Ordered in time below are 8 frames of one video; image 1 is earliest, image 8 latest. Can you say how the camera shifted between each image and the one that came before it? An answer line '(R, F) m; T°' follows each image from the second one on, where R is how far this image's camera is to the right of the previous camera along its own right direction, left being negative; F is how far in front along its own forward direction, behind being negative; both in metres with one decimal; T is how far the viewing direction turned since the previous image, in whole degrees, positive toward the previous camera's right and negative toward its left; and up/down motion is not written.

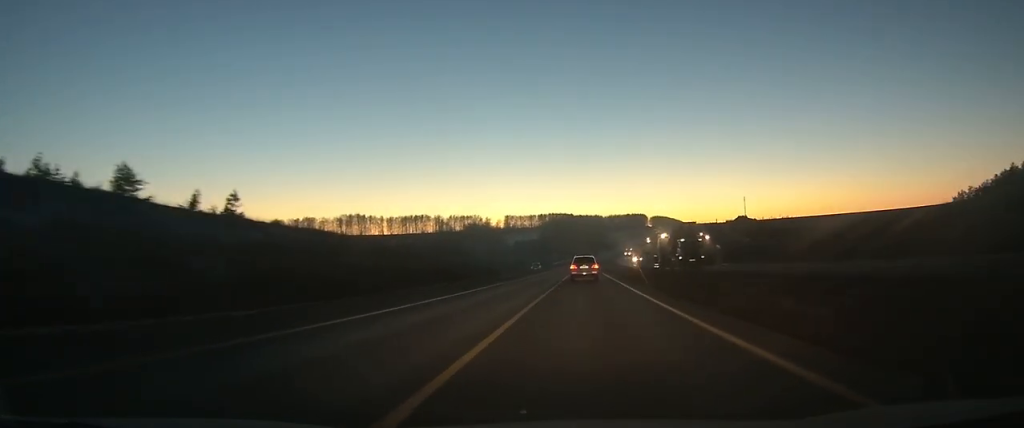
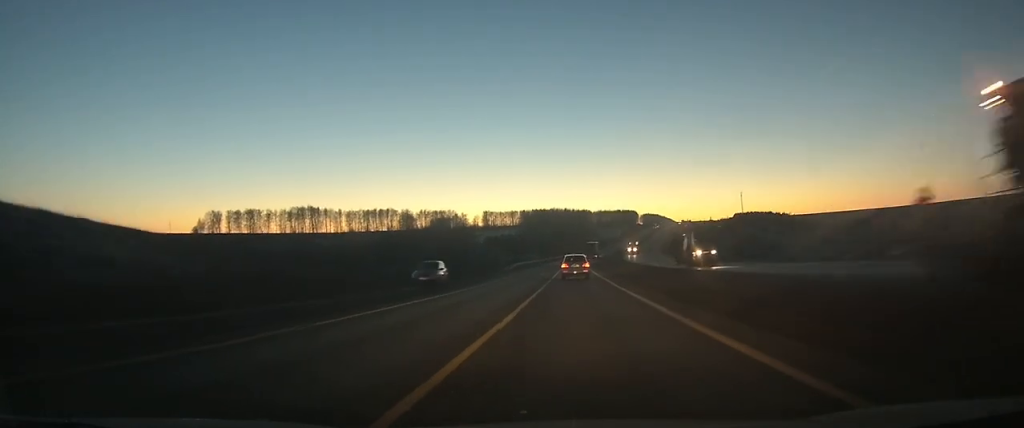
(+1.6, +73.1) m; +2°
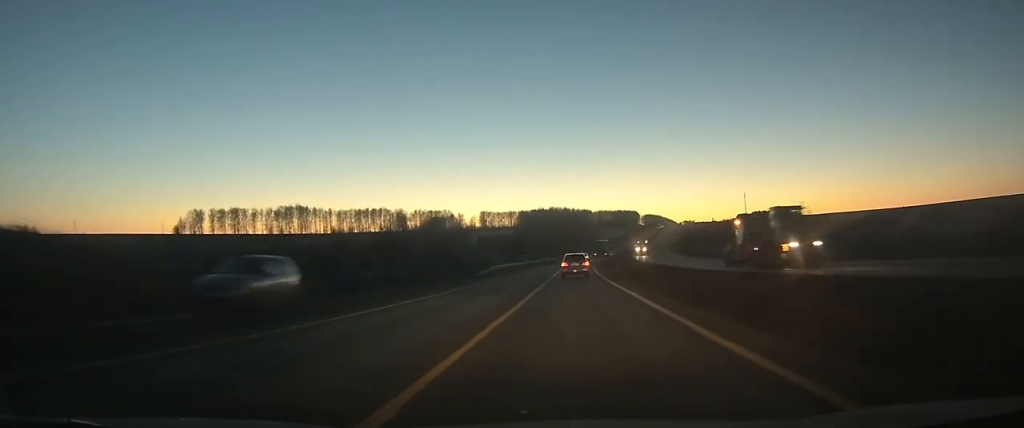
(0.0, +21.4) m; 0°
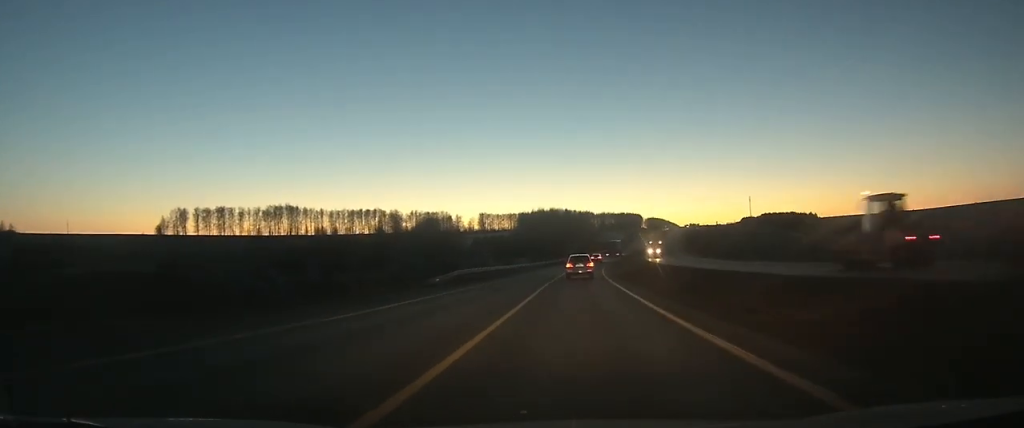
(0.0, +20.1) m; +1°
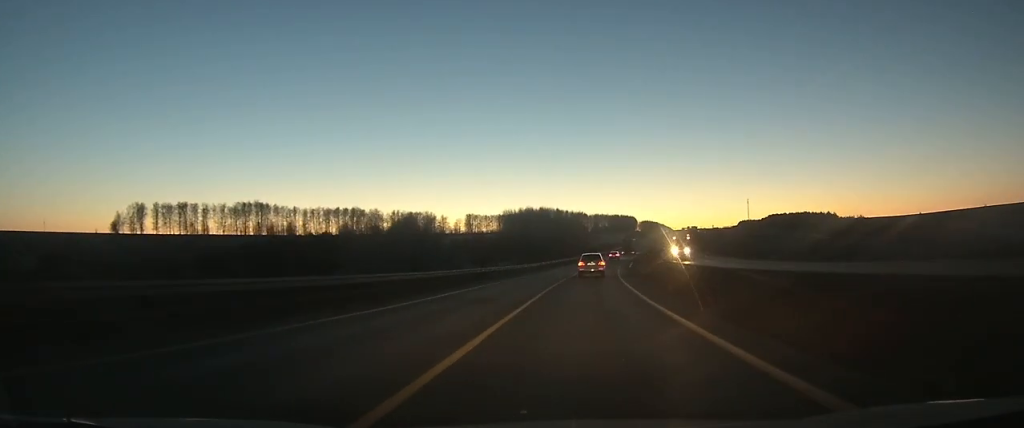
(+0.2, +34.6) m; +1°
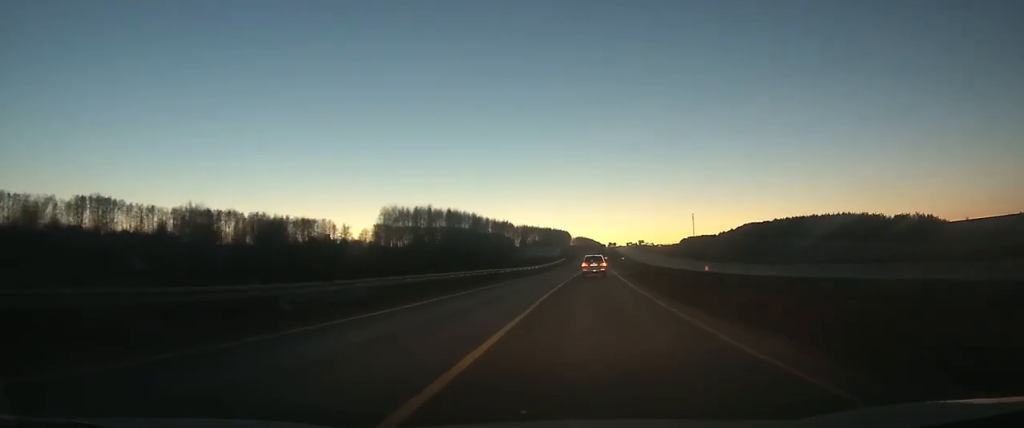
(+4.1, +93.6) m; +5°
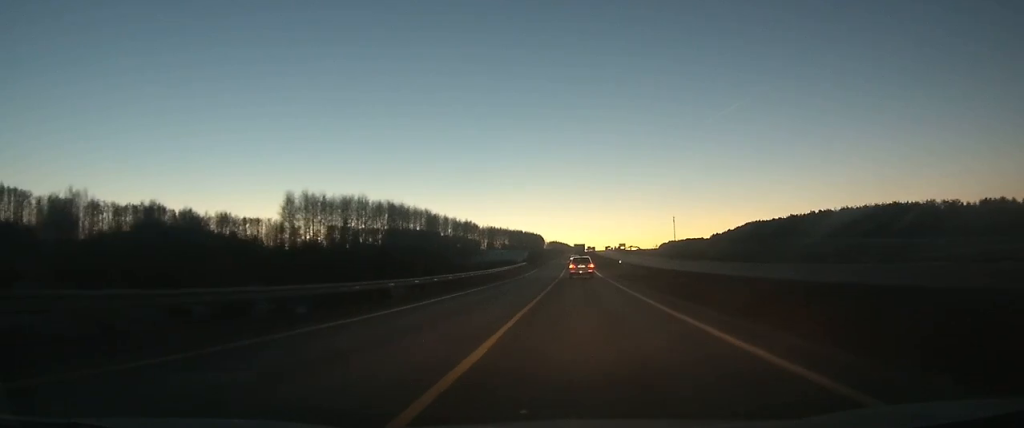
(+1.1, +51.1) m; +2°
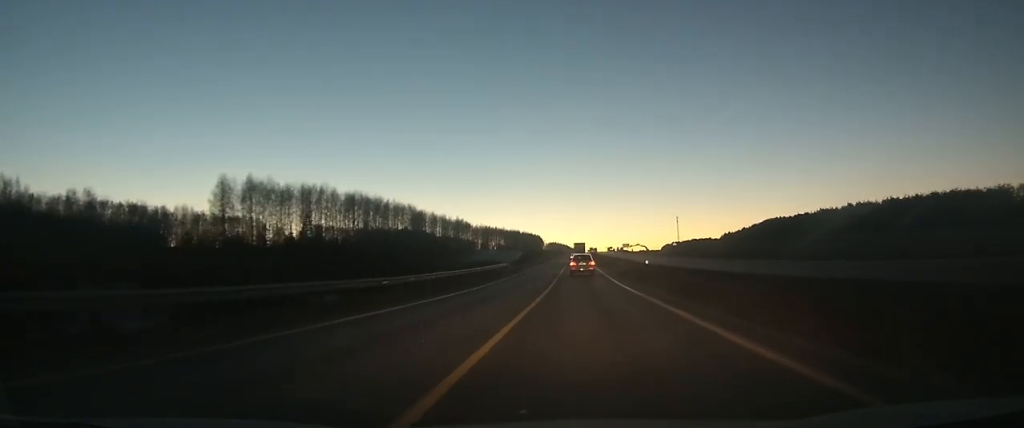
(+0.3, +28.2) m; +1°
